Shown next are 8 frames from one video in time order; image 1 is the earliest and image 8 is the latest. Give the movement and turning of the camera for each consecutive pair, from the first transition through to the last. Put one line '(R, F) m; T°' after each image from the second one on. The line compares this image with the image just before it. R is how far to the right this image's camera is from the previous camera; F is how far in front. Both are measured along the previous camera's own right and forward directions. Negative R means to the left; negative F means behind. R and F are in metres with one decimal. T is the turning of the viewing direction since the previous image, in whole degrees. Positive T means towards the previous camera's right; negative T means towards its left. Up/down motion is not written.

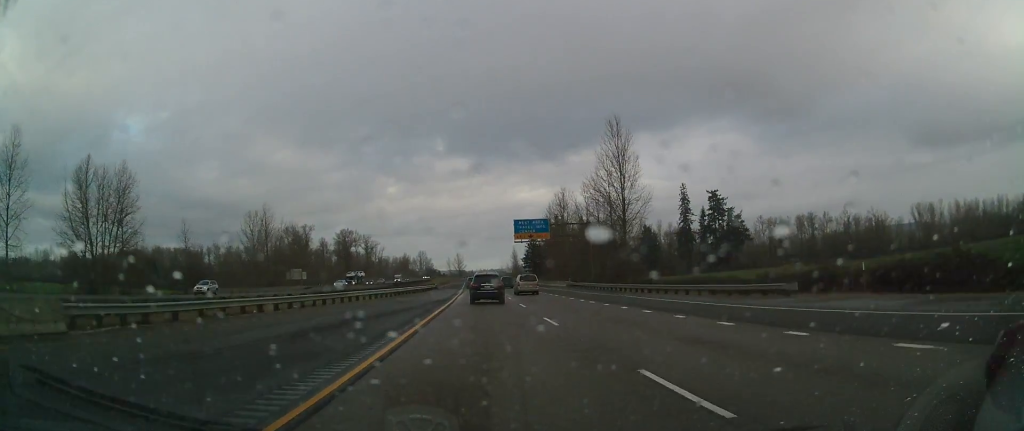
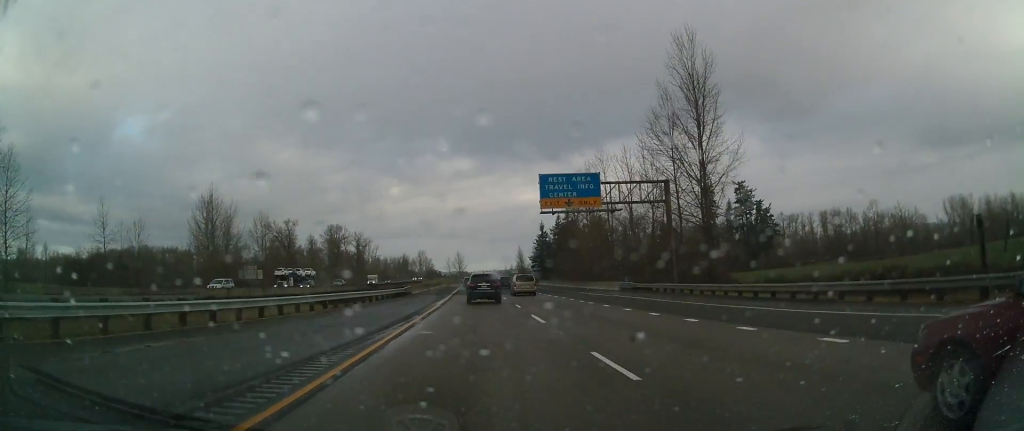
(+0.2, +35.9) m; 0°
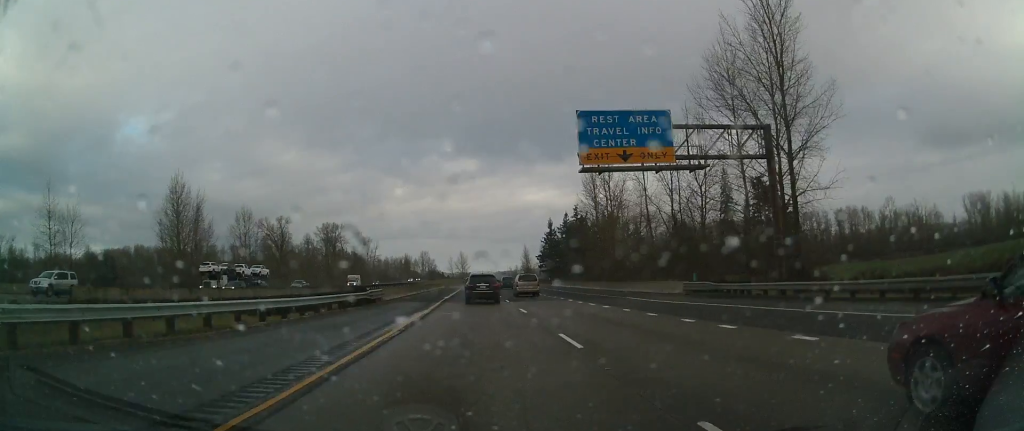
(-0.1, +17.9) m; 0°
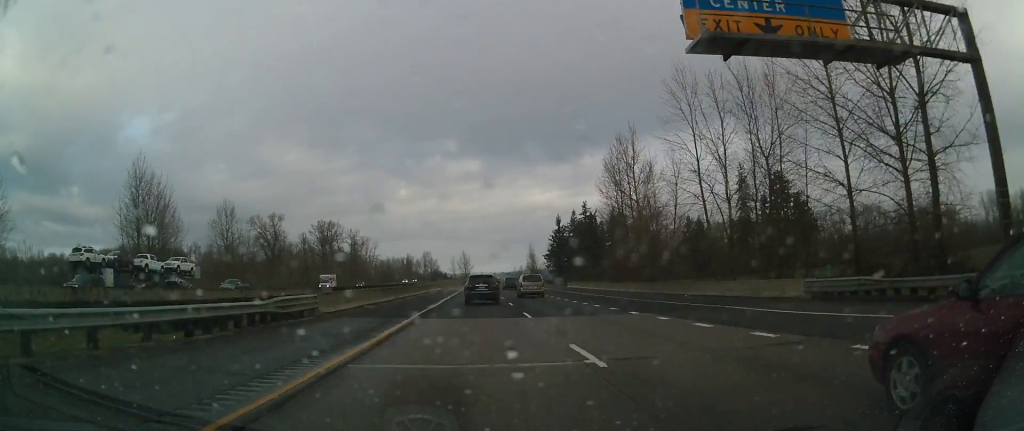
(-0.2, +15.7) m; 0°
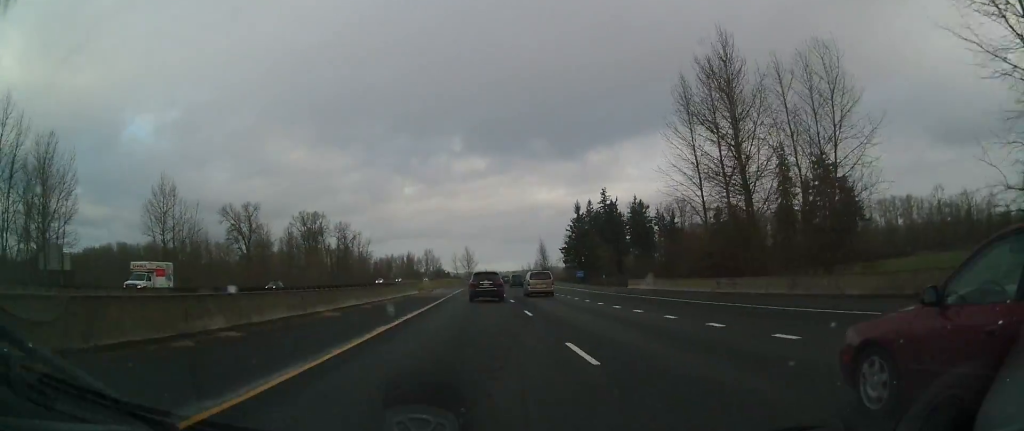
(-0.1, +36.7) m; -1°
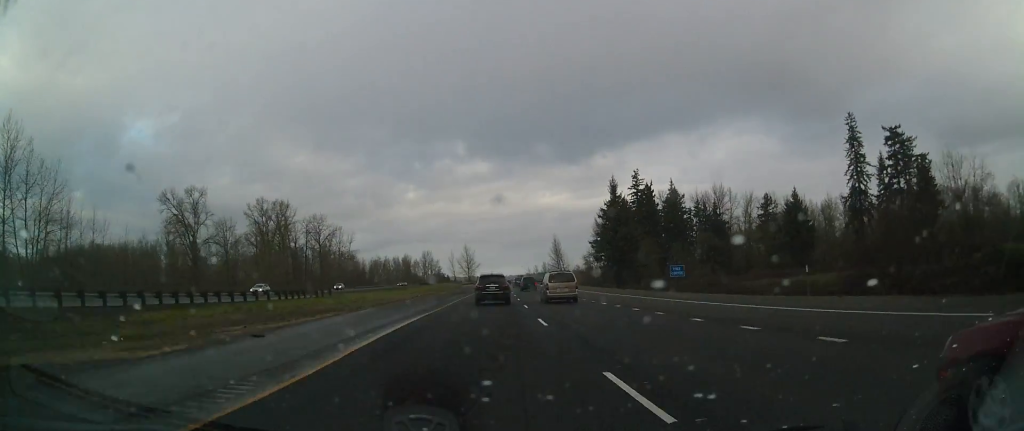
(-0.1, +51.3) m; 0°
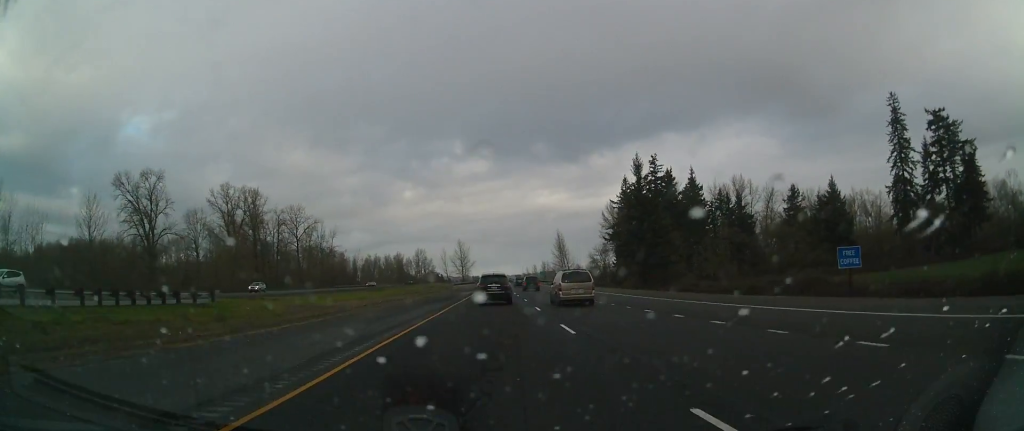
(-0.1, +26.4) m; 0°
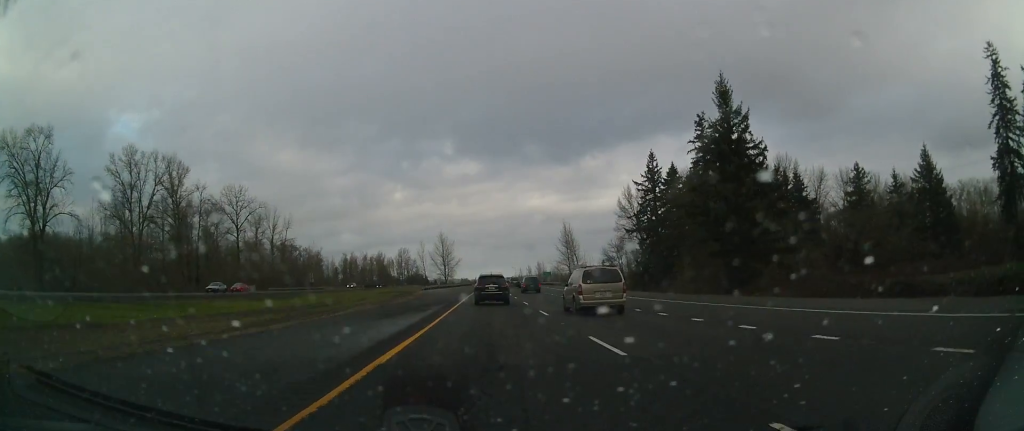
(+0.2, +48.9) m; +1°
